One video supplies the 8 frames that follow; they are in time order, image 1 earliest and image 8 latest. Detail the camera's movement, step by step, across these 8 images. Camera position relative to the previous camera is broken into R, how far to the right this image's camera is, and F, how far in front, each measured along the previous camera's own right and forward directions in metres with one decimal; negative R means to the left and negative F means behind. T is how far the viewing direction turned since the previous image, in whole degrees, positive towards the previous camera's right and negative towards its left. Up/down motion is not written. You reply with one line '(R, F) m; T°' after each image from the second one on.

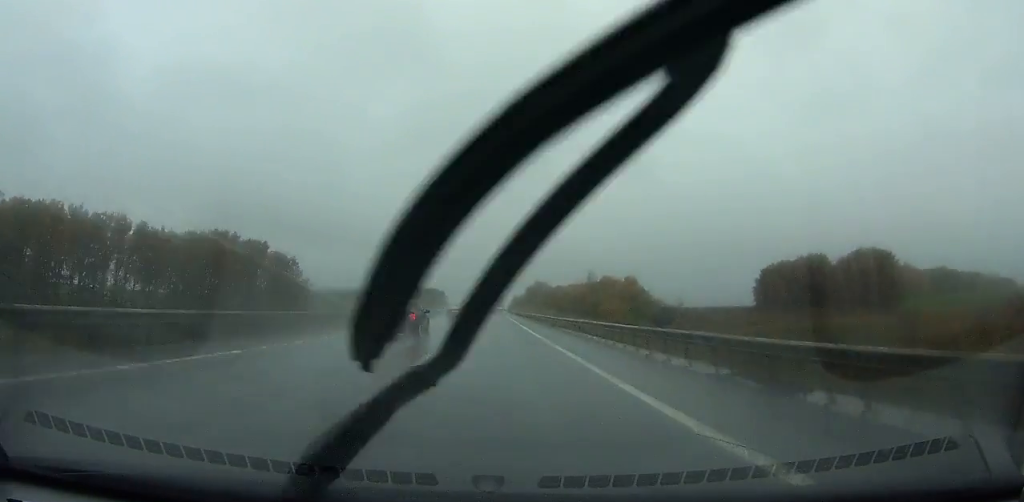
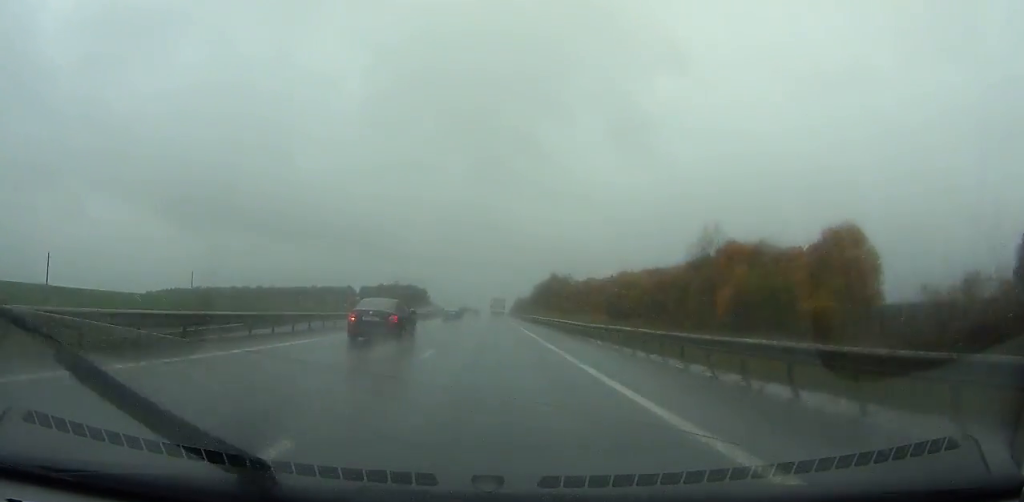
(-0.3, +134.4) m; 0°
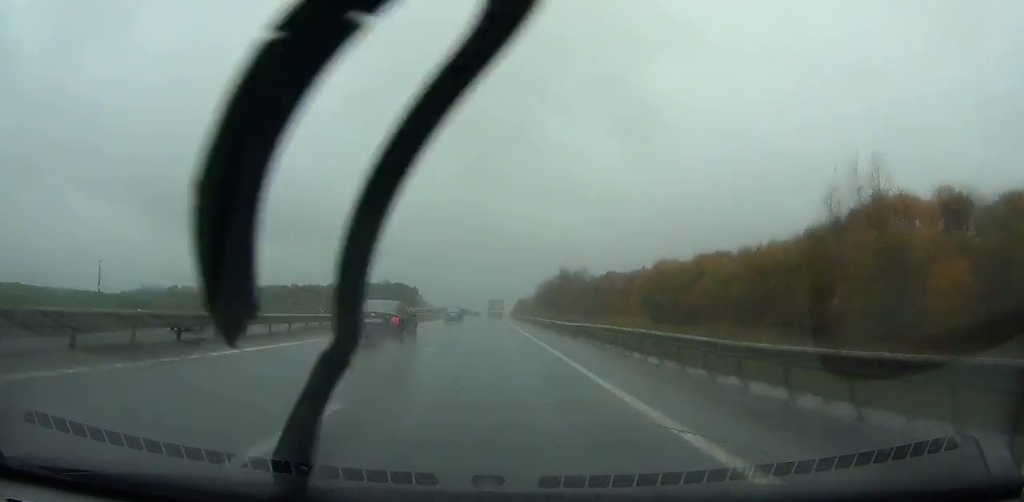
(+0.1, +46.6) m; 0°
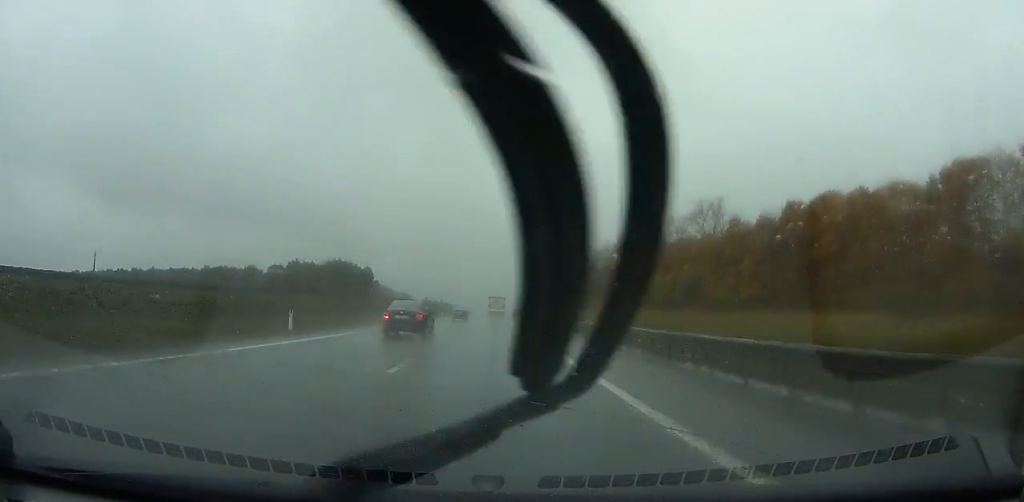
(+0.3, +139.2) m; 0°
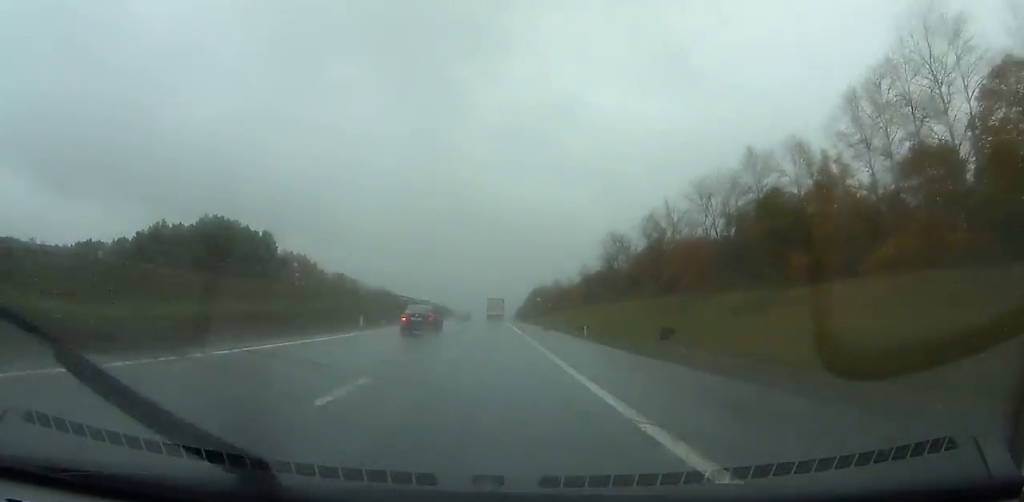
(+0.1, +99.4) m; 0°
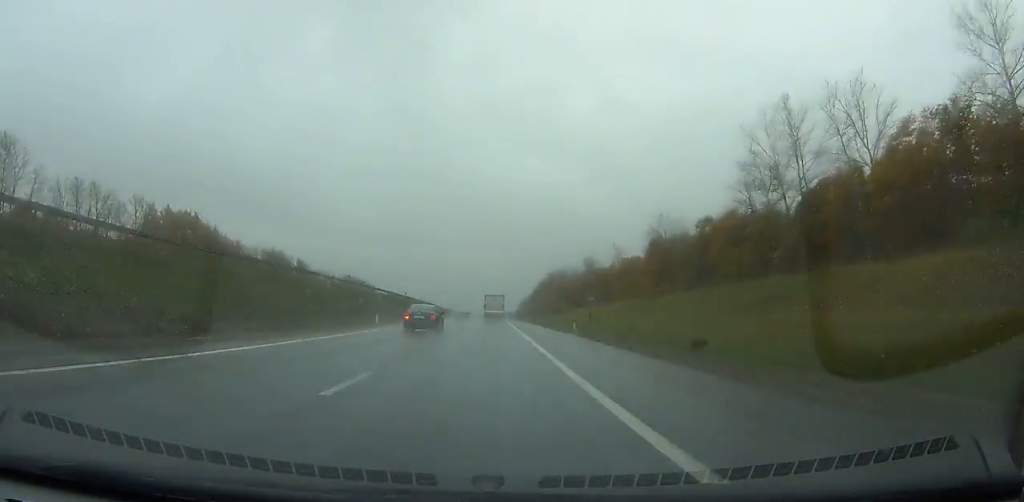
(-0.1, +95.3) m; 0°
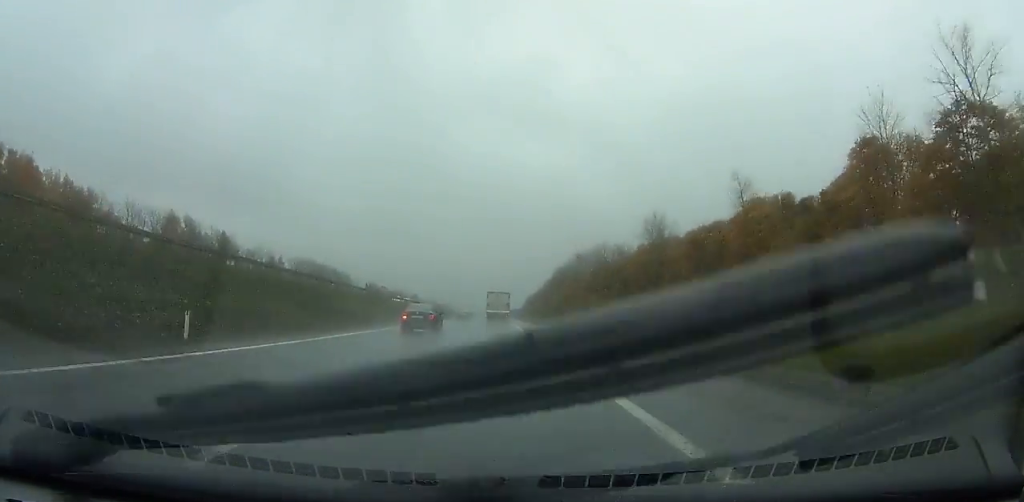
(-0.3, +75.3) m; 0°
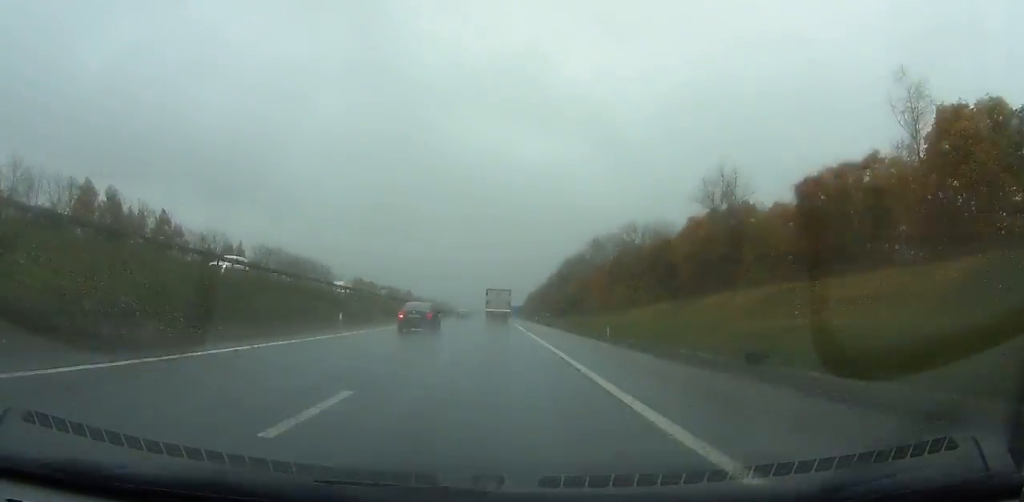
(0.0, +34.7) m; 0°
